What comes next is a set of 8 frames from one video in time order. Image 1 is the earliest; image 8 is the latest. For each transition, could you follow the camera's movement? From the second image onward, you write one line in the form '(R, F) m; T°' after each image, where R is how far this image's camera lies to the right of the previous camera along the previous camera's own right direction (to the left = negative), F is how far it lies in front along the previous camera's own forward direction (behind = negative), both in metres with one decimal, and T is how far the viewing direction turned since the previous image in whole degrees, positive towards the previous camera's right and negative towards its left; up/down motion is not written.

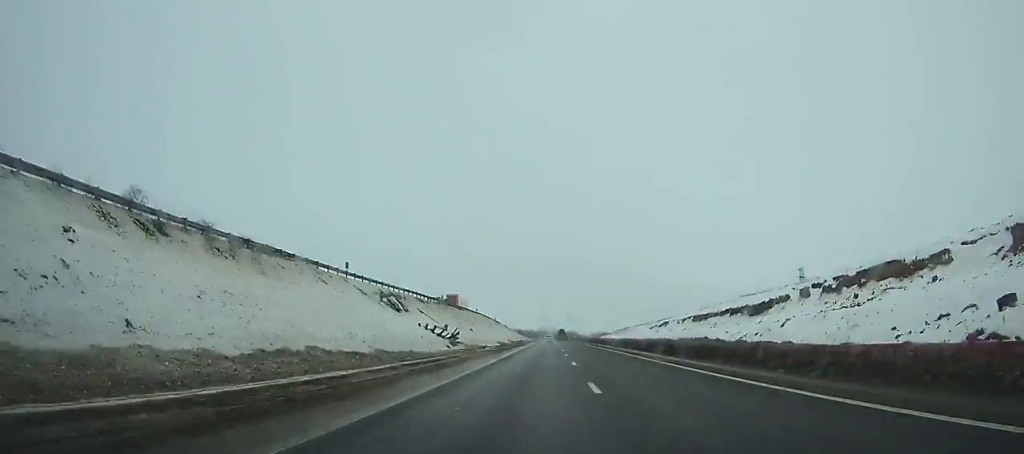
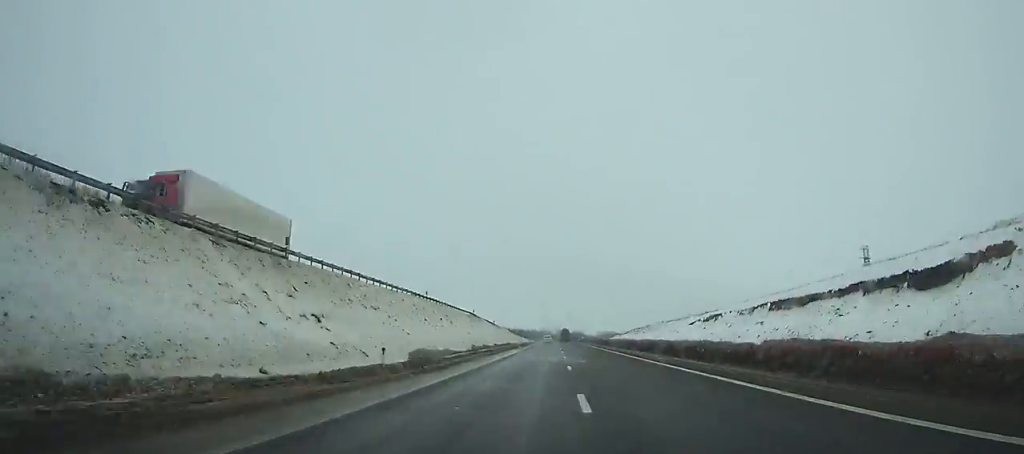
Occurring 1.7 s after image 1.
(+0.1, +51.3) m; 0°
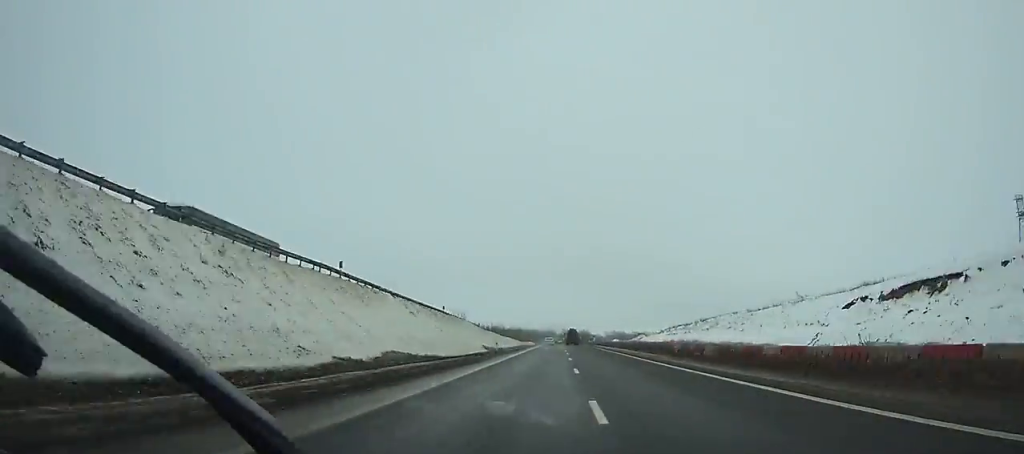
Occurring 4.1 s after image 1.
(-0.3, +71.0) m; 0°
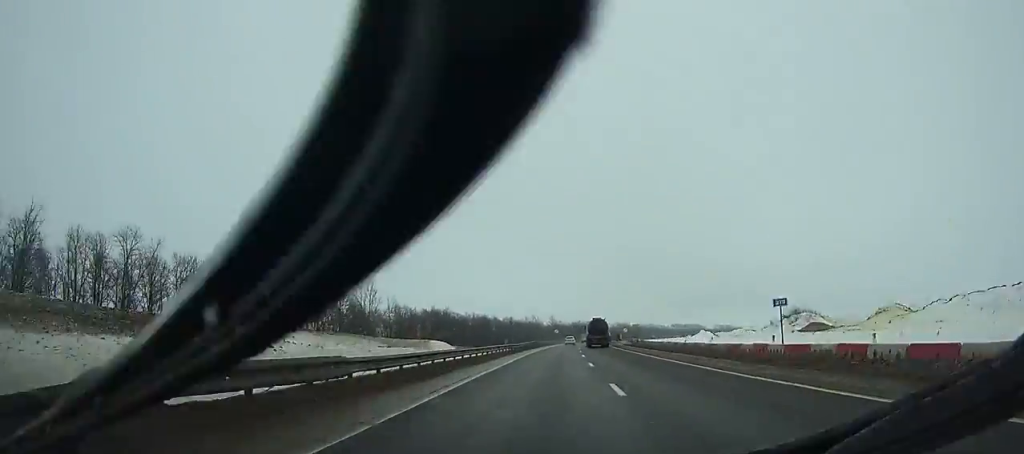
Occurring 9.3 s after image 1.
(+1.5, +149.1) m; +2°
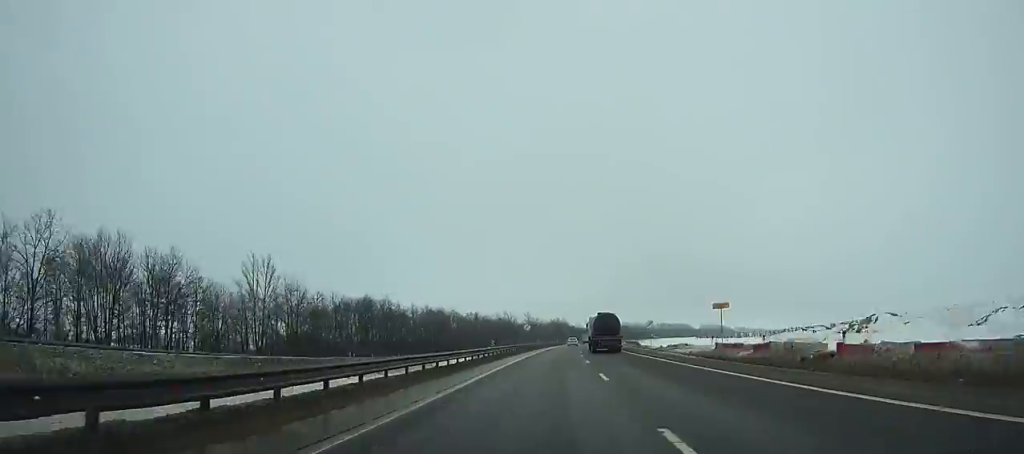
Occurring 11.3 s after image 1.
(+0.8, +56.1) m; +2°
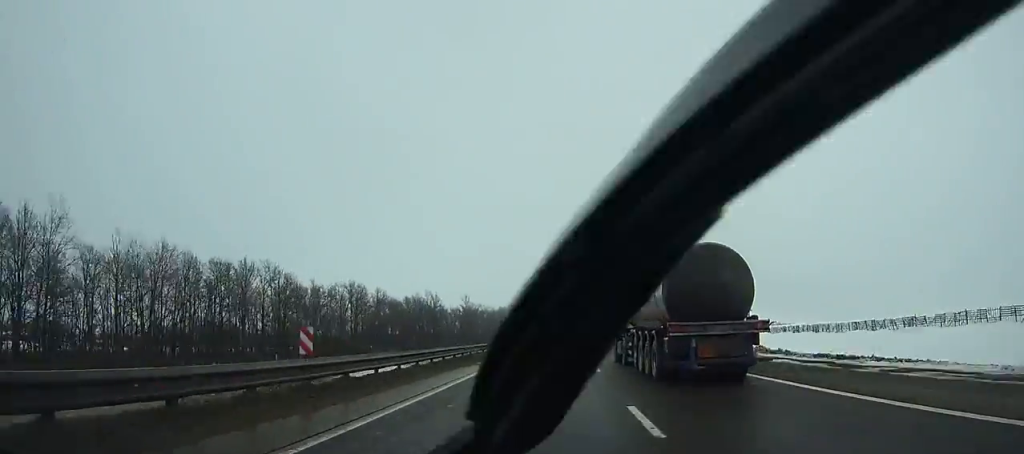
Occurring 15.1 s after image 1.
(+4.2, +105.6) m; +4°
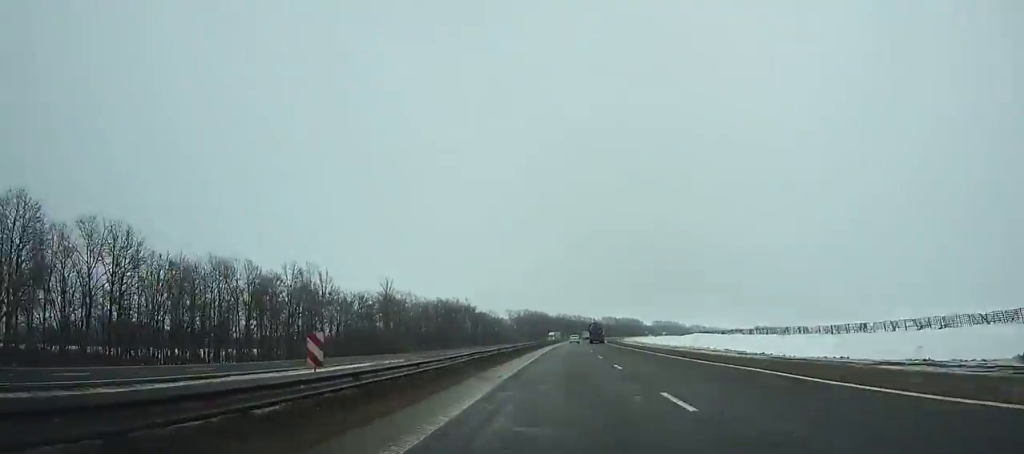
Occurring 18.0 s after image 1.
(+2.4, +80.5) m; +3°
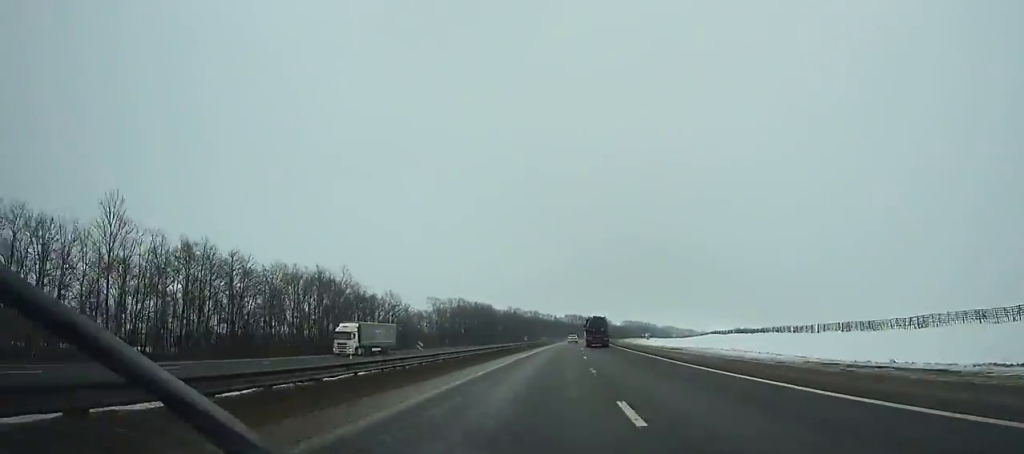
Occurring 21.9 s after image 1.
(+3.7, +108.8) m; +4°
